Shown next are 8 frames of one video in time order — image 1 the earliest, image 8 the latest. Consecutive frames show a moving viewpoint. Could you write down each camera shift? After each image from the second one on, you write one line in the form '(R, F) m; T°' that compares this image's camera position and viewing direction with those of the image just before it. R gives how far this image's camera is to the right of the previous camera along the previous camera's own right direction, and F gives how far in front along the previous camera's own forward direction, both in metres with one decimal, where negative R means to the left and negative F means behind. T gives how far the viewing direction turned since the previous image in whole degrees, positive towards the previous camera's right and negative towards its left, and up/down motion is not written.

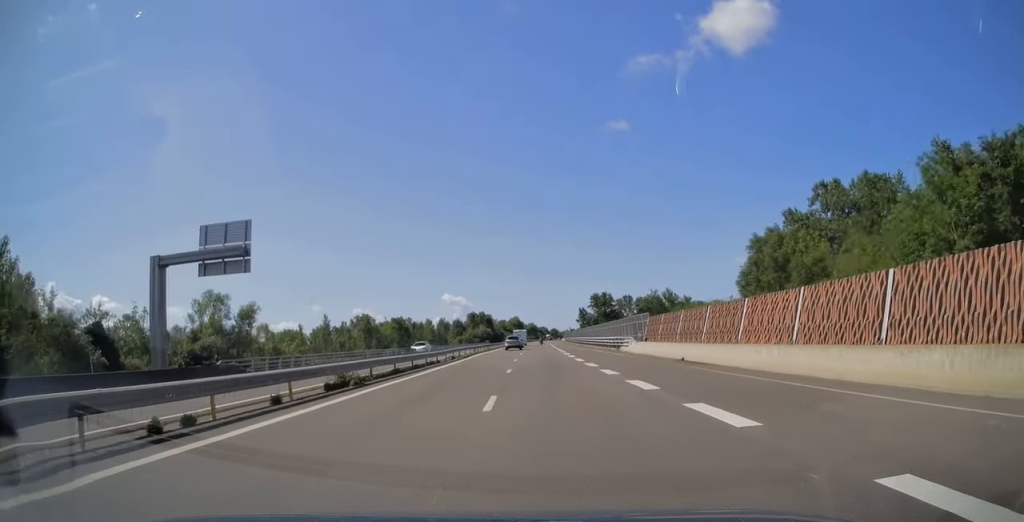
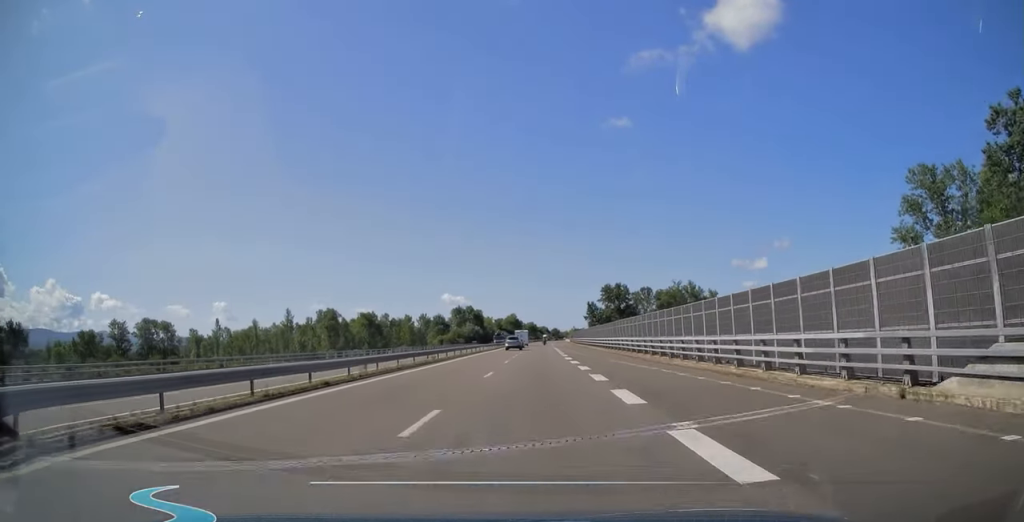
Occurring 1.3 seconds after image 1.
(0.0, +40.6) m; 0°
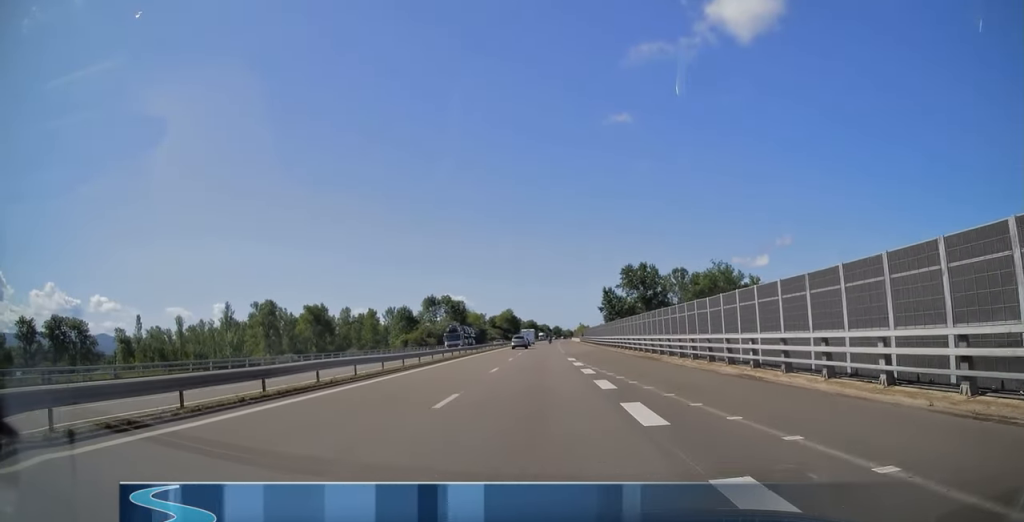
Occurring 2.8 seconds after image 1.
(0.0, +47.2) m; 0°
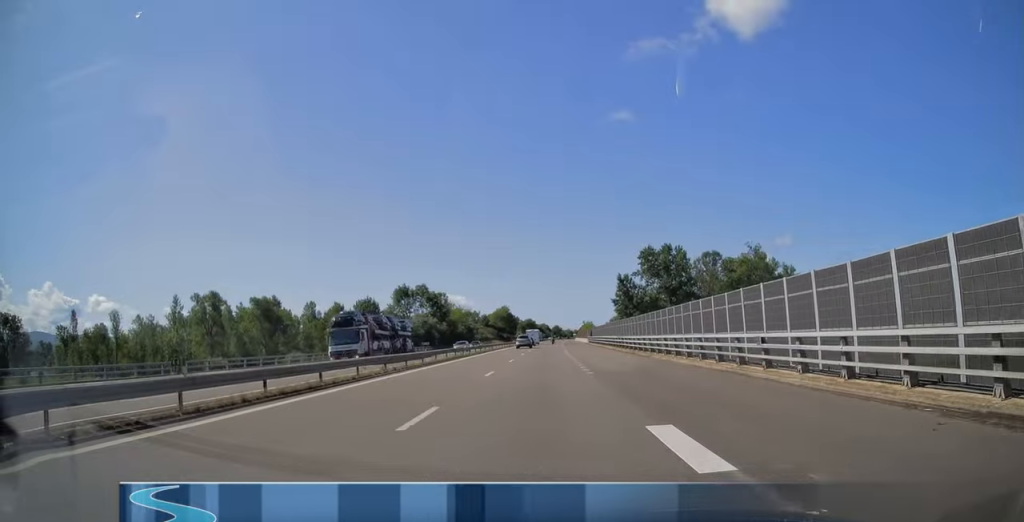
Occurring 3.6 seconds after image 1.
(0.0, +28.4) m; 0°
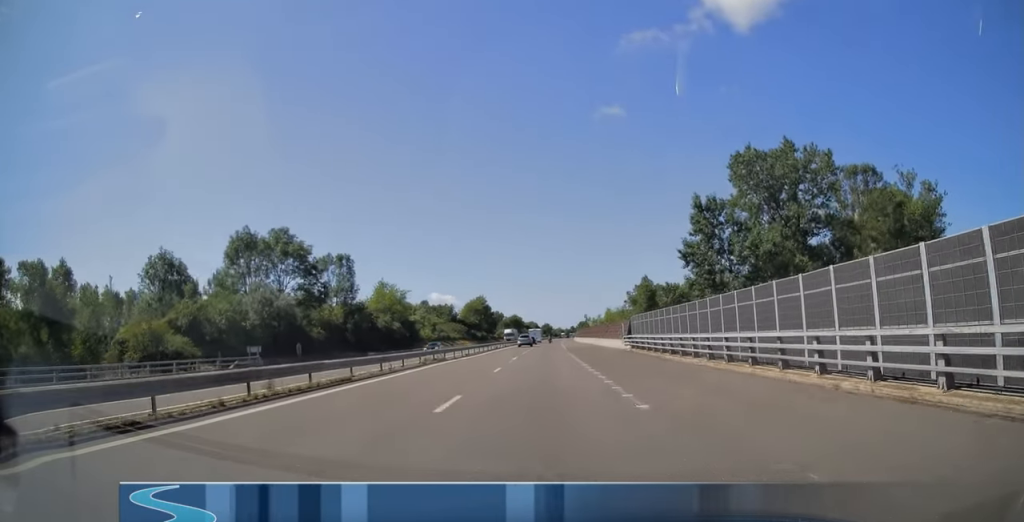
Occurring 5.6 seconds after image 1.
(+0.1, +61.7) m; +1°
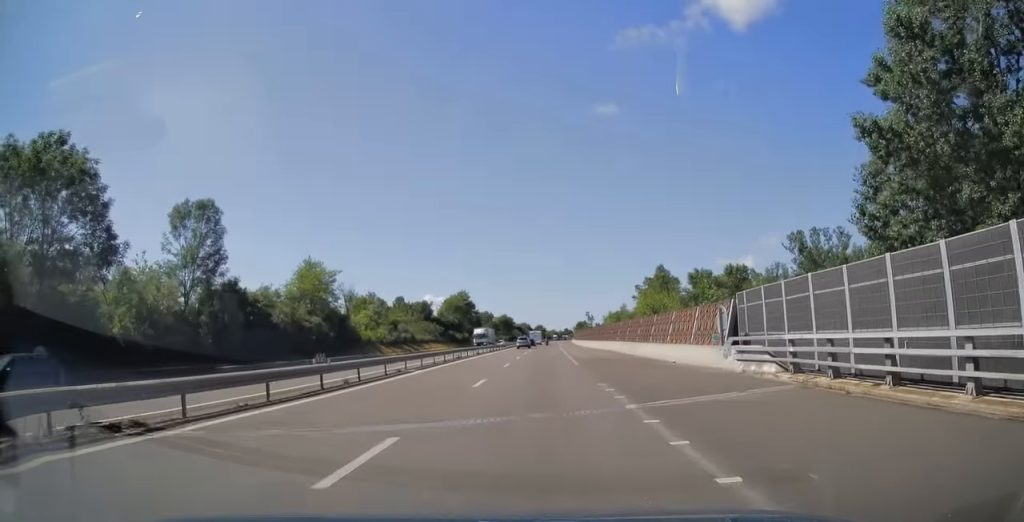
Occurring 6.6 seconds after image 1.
(+0.3, +31.1) m; +1°
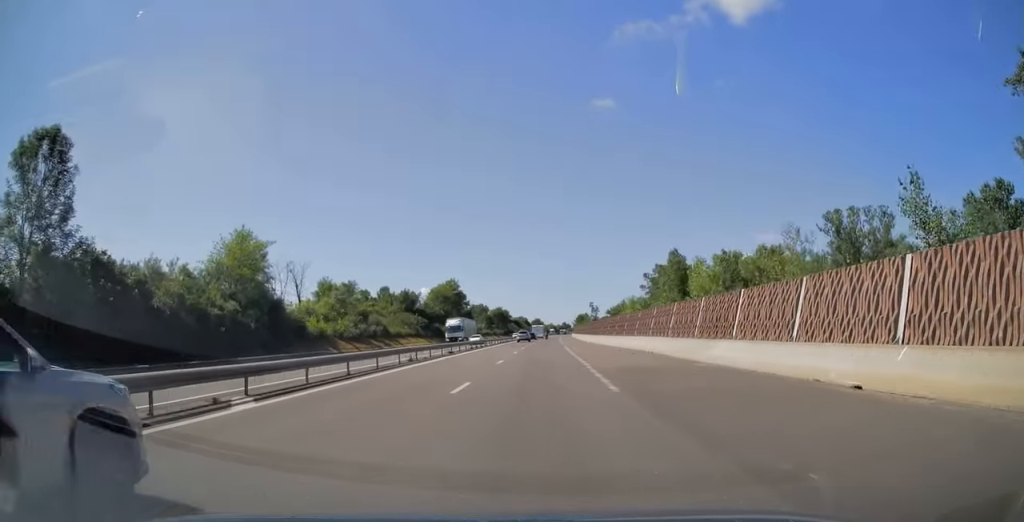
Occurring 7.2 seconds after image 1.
(0.0, +17.2) m; 0°
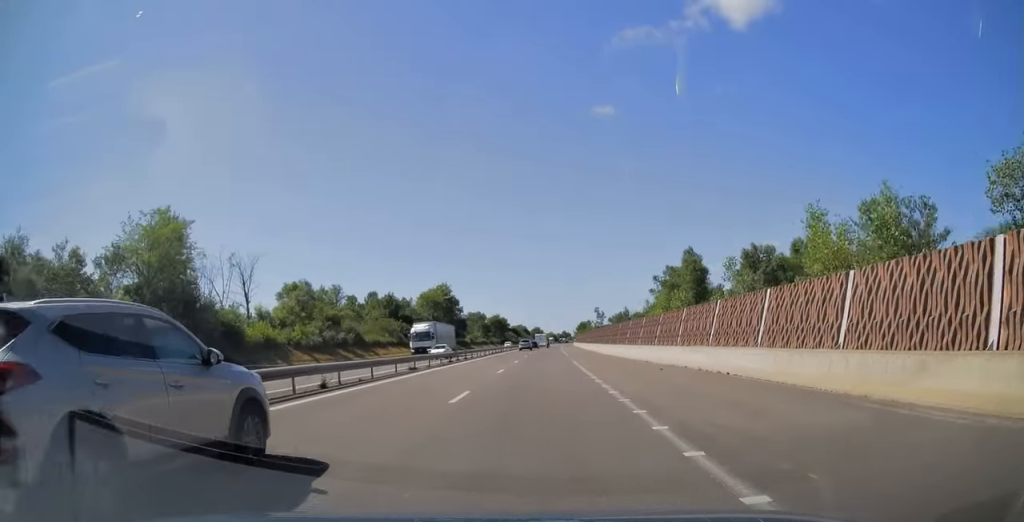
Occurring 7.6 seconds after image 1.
(0.0, +13.1) m; 0°
